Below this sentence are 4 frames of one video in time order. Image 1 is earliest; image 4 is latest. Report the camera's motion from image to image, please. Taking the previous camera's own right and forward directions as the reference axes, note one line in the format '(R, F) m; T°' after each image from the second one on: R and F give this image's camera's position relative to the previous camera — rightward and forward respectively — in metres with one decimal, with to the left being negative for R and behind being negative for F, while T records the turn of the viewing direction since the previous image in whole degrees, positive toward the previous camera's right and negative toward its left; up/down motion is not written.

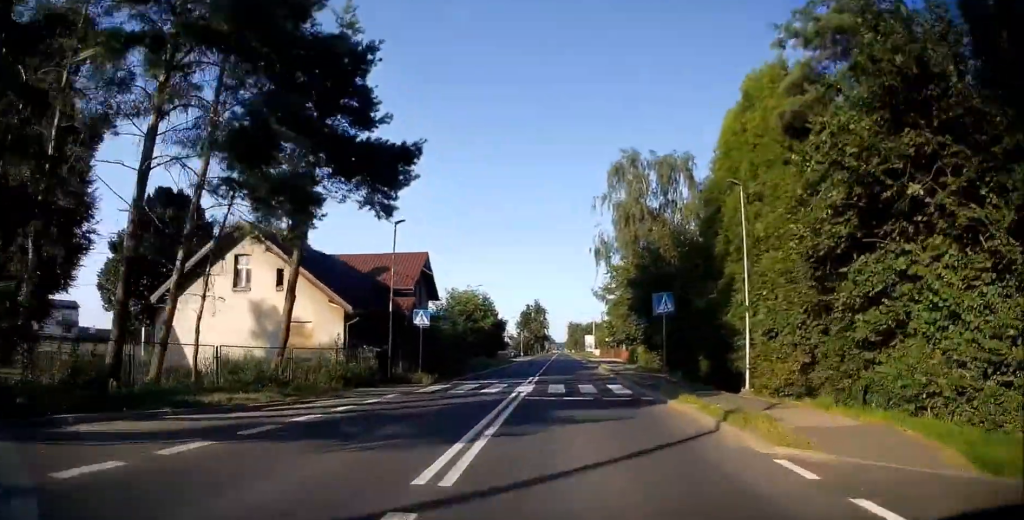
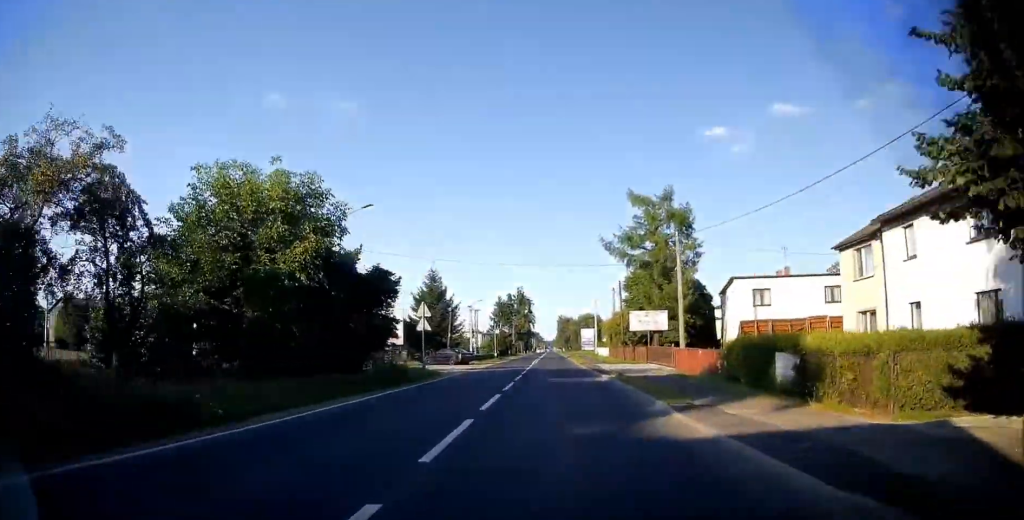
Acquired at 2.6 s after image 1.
(+0.4, +40.5) m; +1°
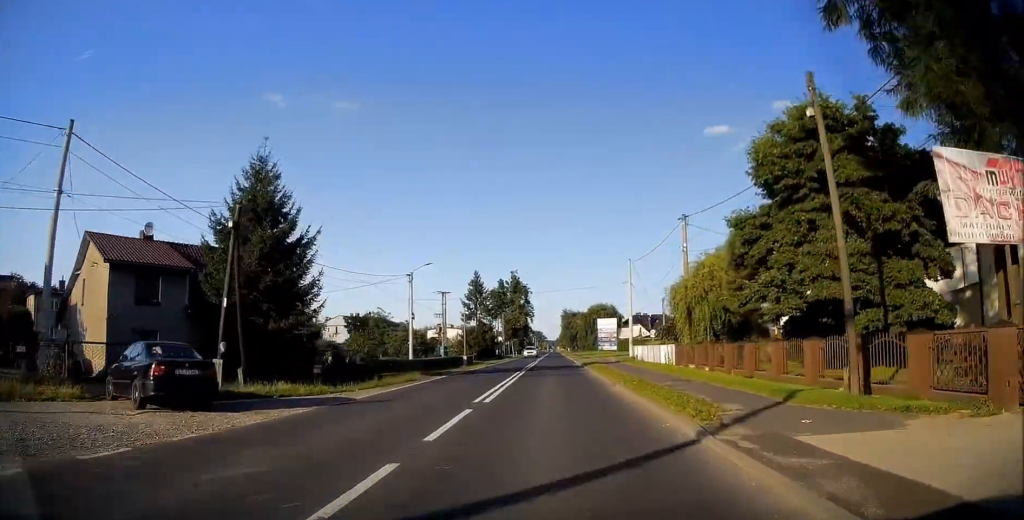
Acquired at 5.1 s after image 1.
(+0.1, +40.1) m; 0°
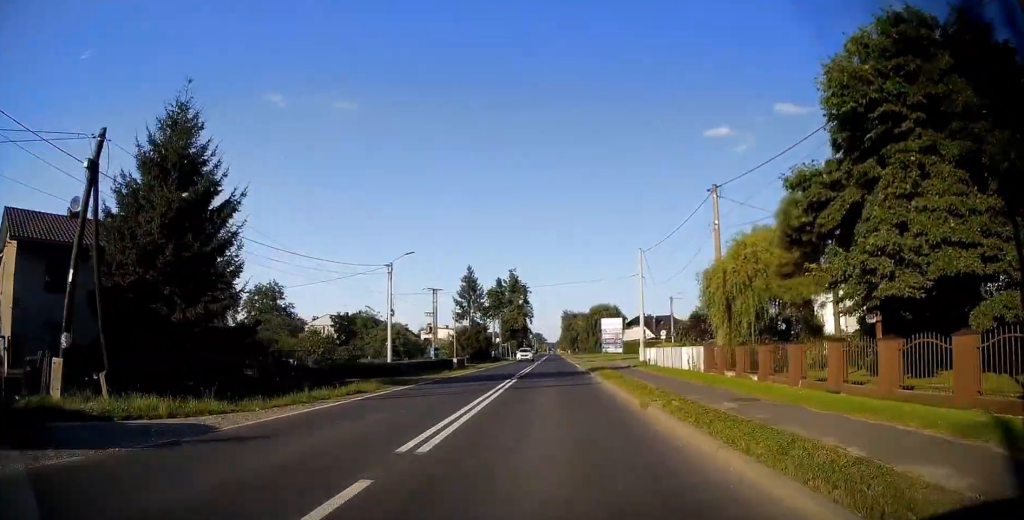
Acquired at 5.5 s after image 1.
(0.0, +6.9) m; 0°
